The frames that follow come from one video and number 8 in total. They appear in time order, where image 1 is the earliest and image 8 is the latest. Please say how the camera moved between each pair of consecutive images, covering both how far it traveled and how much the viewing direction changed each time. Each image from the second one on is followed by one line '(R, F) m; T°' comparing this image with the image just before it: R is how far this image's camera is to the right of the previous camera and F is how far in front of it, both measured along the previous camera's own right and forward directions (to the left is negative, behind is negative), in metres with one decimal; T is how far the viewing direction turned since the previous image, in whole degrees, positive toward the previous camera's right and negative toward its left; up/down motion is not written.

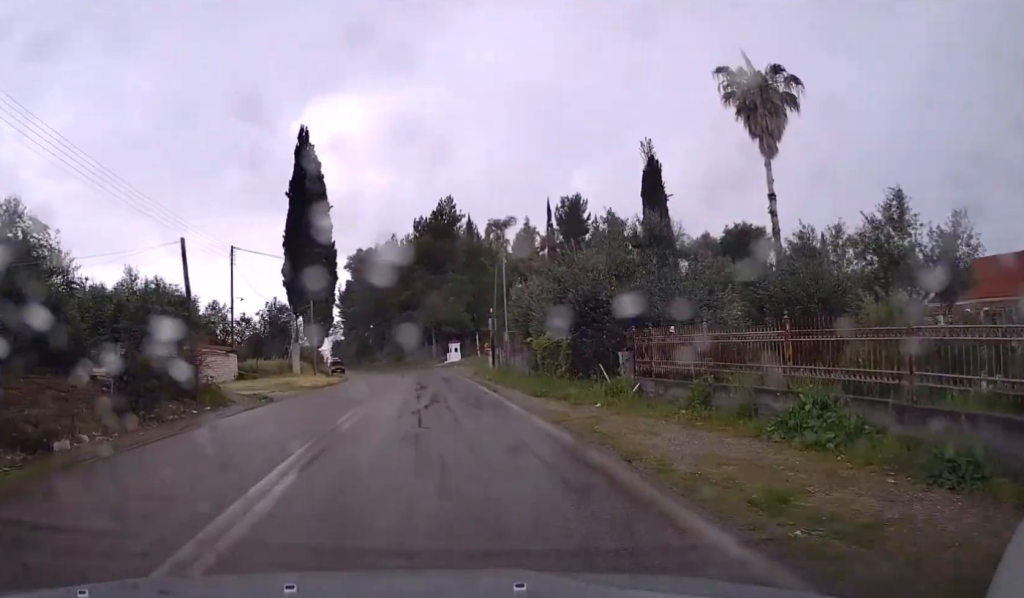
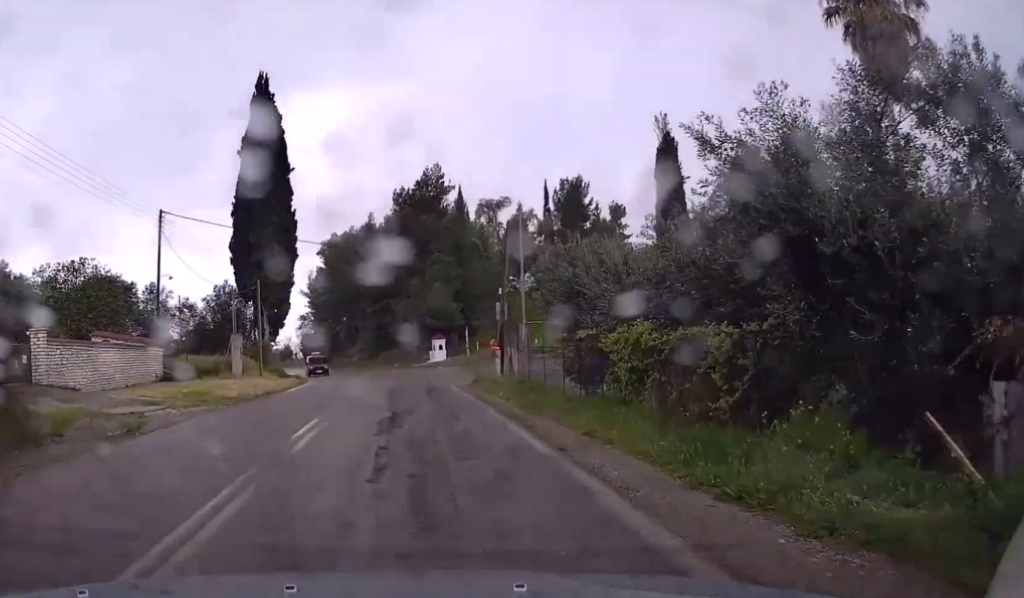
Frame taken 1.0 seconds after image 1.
(+0.1, +13.2) m; +1°
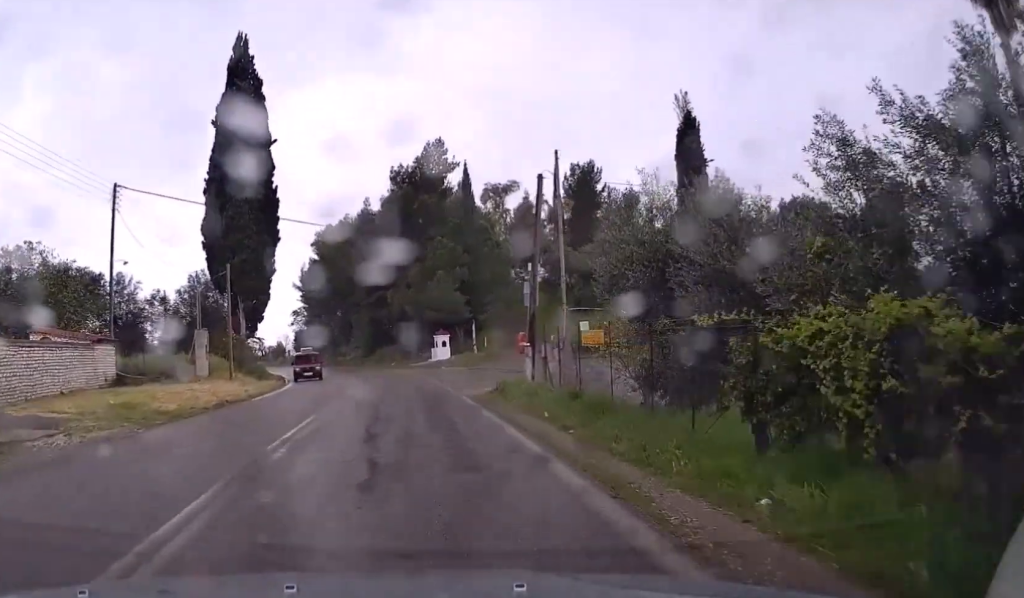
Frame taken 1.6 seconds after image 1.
(0.0, +7.7) m; +1°
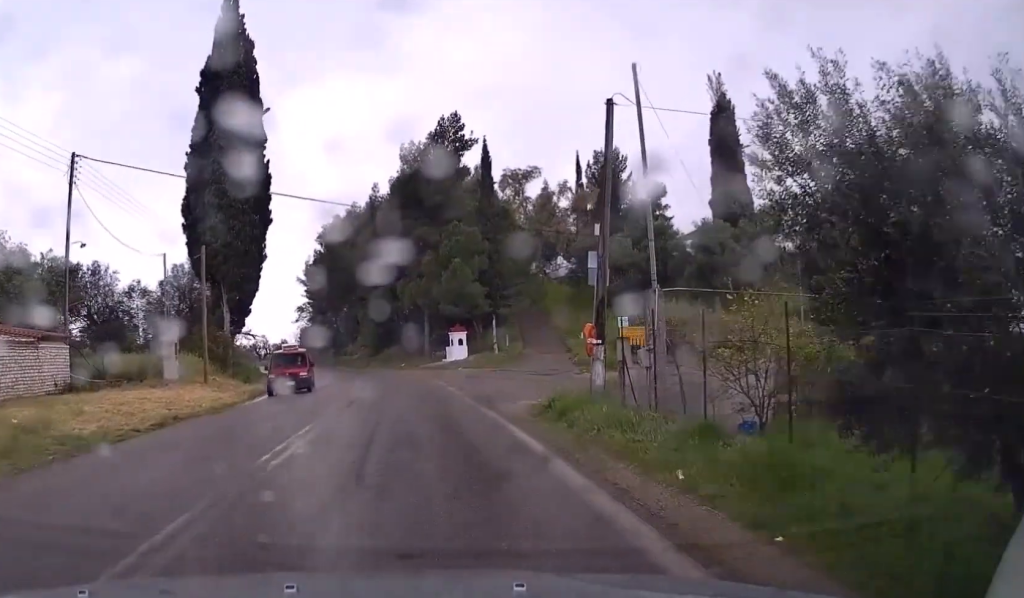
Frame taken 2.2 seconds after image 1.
(+0.1, +6.8) m; +1°
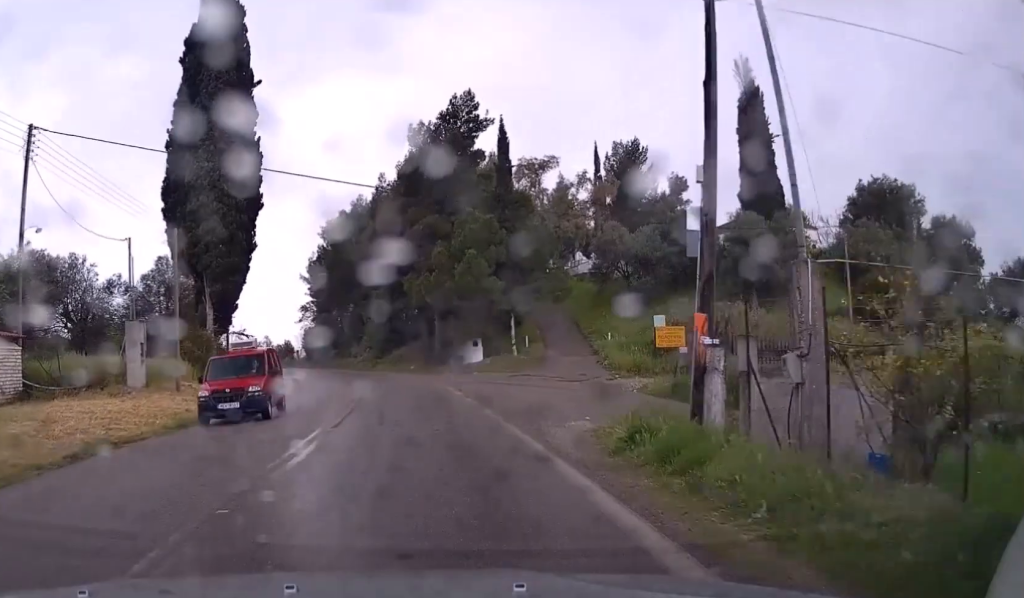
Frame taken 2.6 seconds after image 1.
(0.0, +5.2) m; 0°
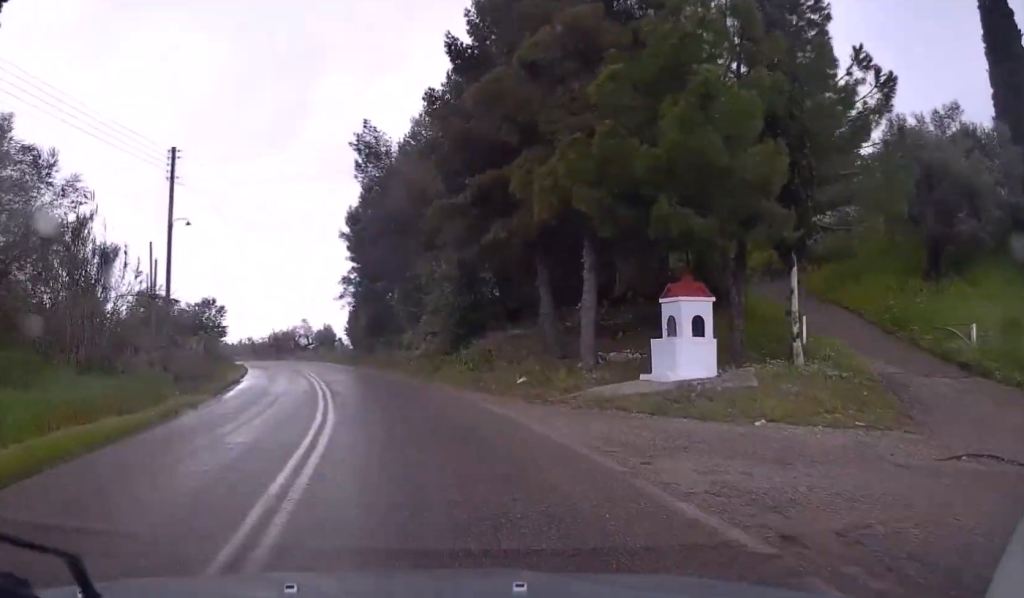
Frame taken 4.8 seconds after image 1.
(-1.1, +28.9) m; -6°
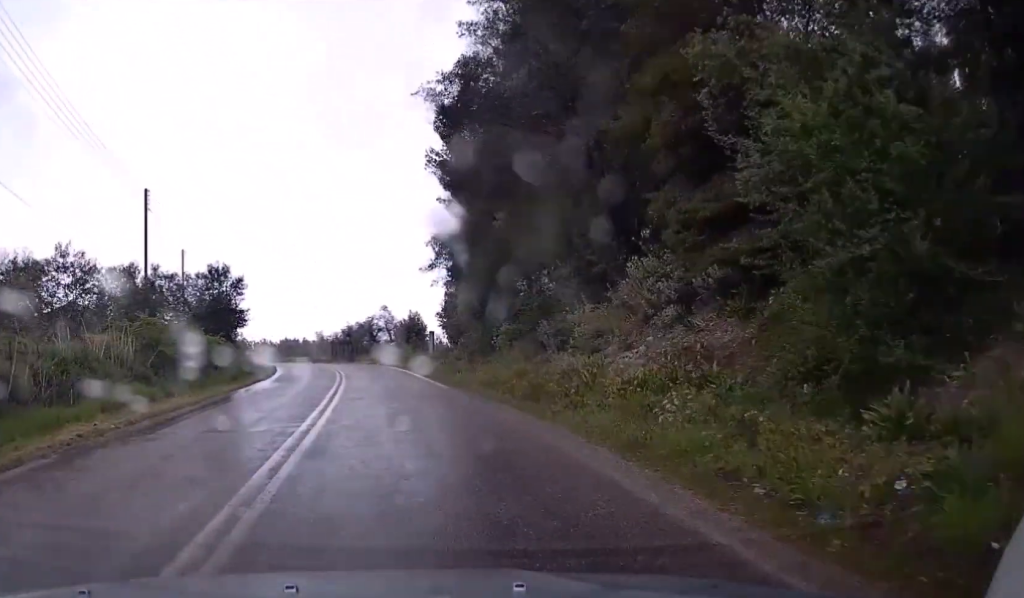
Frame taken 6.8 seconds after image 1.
(-1.9, +26.9) m; -8°
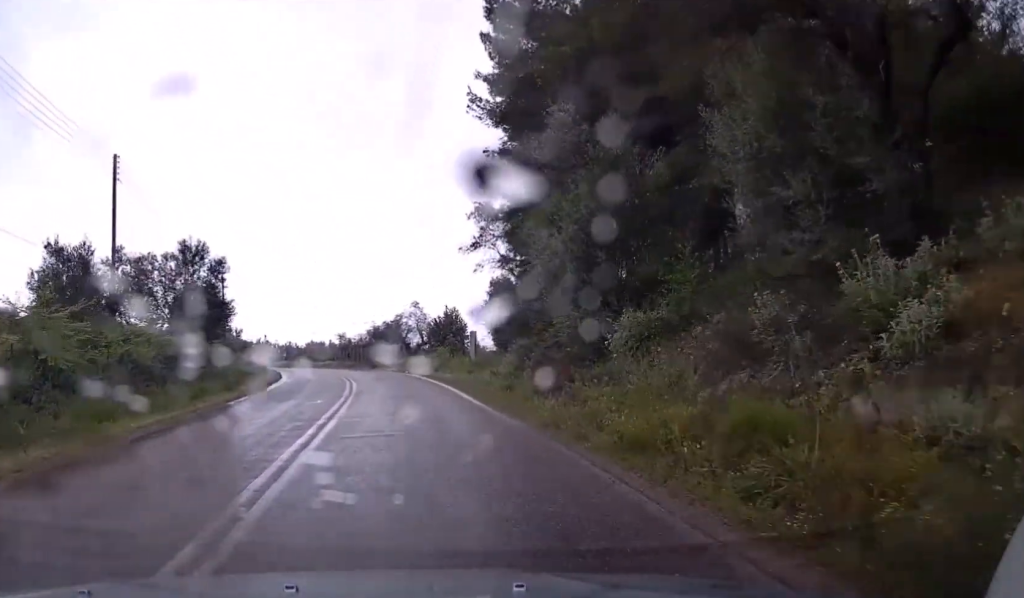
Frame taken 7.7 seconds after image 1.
(-0.3, +11.1) m; -2°
